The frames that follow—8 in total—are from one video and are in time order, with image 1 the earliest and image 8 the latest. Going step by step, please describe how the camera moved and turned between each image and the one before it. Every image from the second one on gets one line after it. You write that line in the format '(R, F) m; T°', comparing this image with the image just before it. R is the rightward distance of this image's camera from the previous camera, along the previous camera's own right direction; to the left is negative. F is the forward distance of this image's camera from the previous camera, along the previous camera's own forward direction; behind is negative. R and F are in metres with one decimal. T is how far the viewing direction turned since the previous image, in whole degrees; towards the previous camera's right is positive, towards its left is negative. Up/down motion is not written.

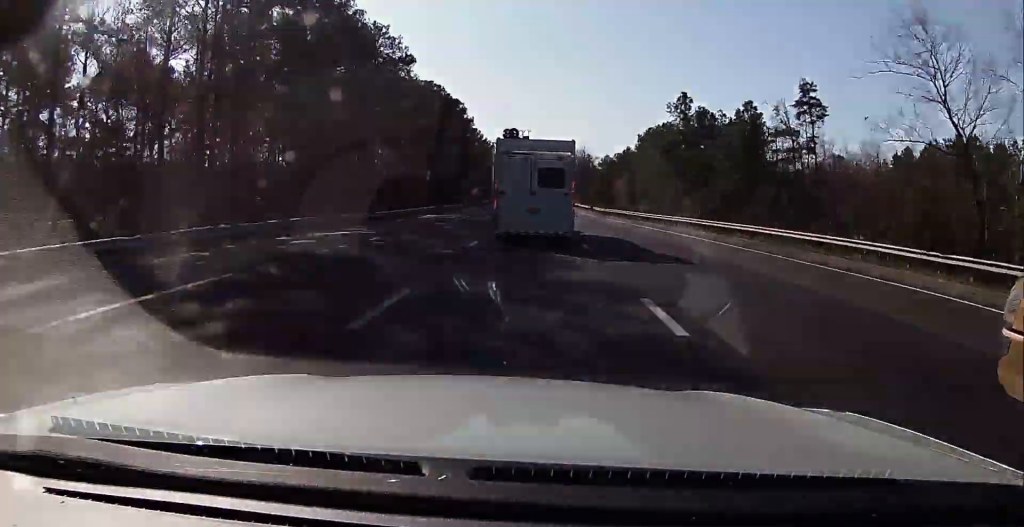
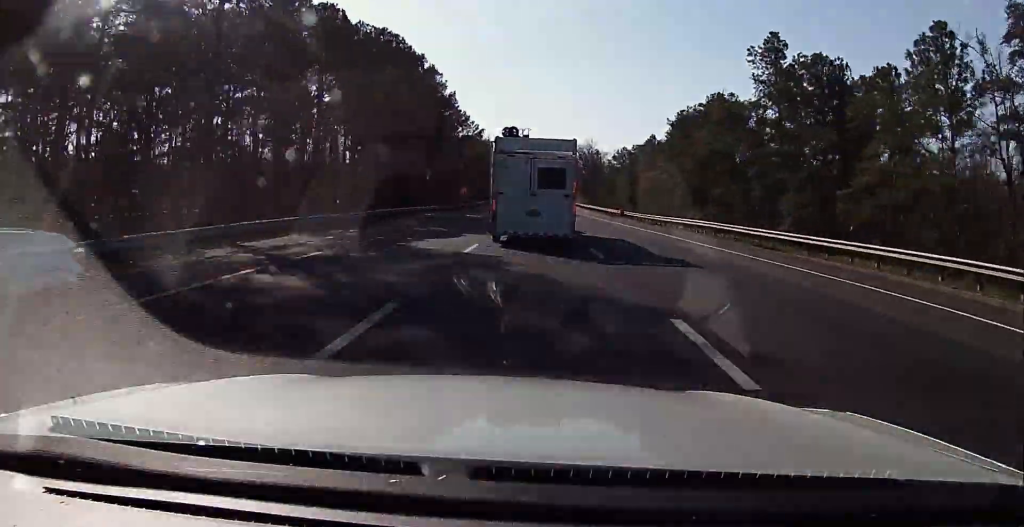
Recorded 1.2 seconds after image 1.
(0.0, +38.5) m; 0°
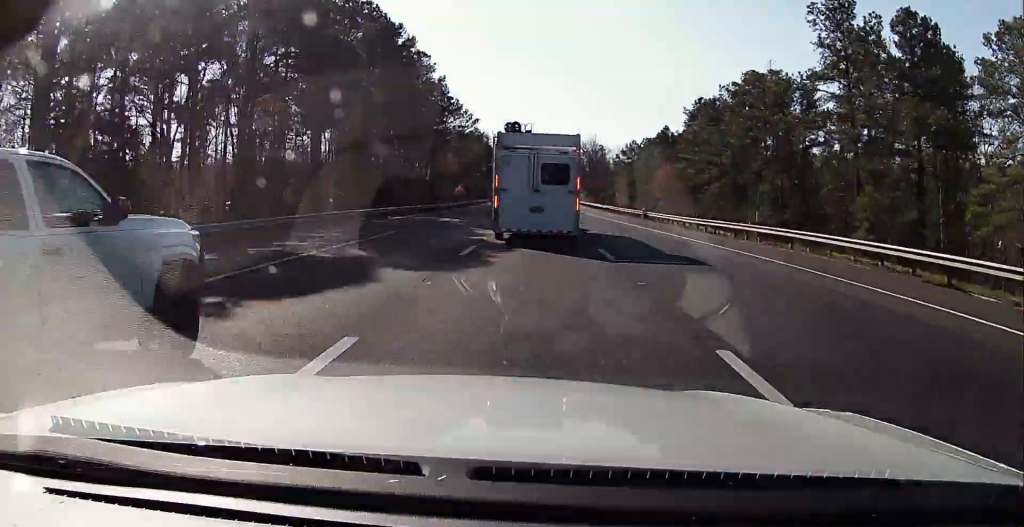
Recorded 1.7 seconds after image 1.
(-0.1, +14.5) m; 0°
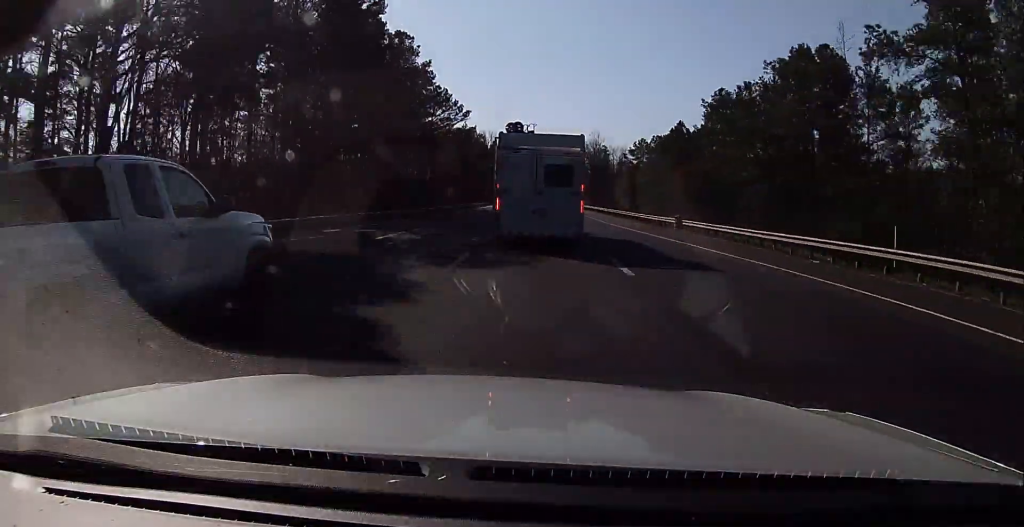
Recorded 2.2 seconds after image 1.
(+0.1, +14.5) m; 0°
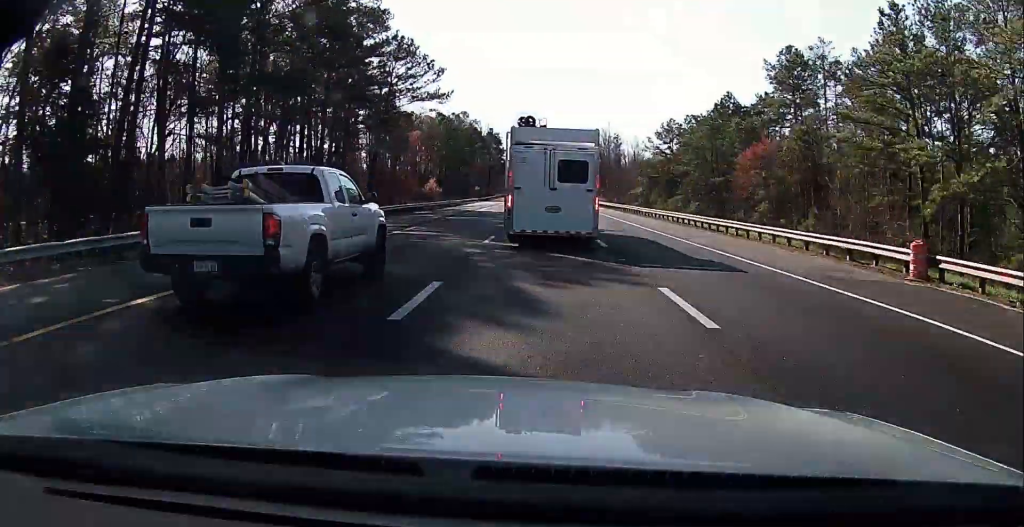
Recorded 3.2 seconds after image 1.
(0.0, +31.0) m; -1°
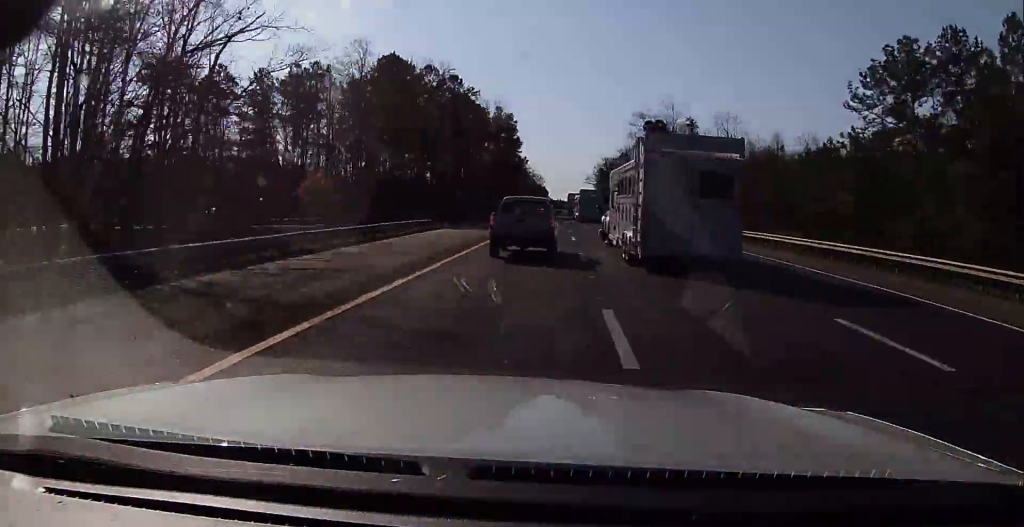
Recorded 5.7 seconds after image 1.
(-0.4, +74.5) m; -1°
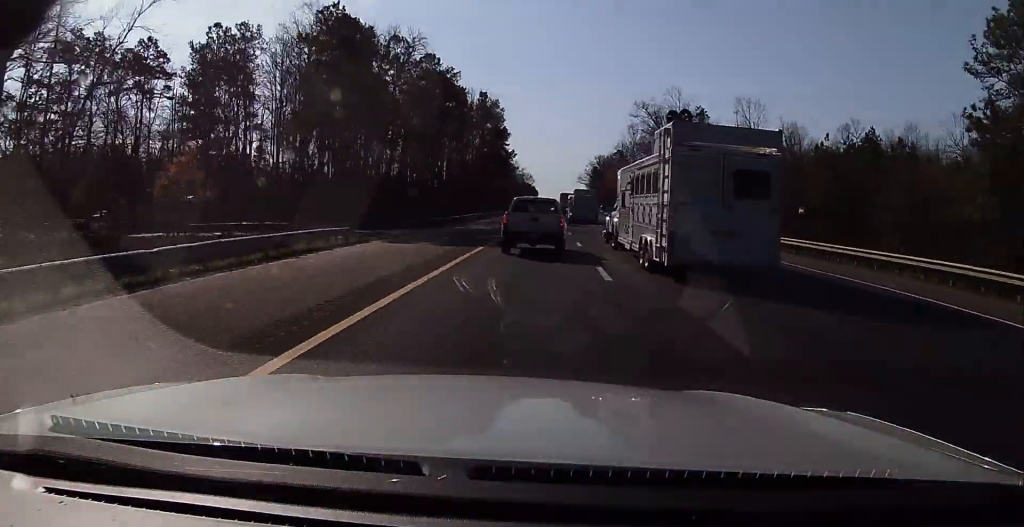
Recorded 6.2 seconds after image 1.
(-0.4, +16.5) m; -1°
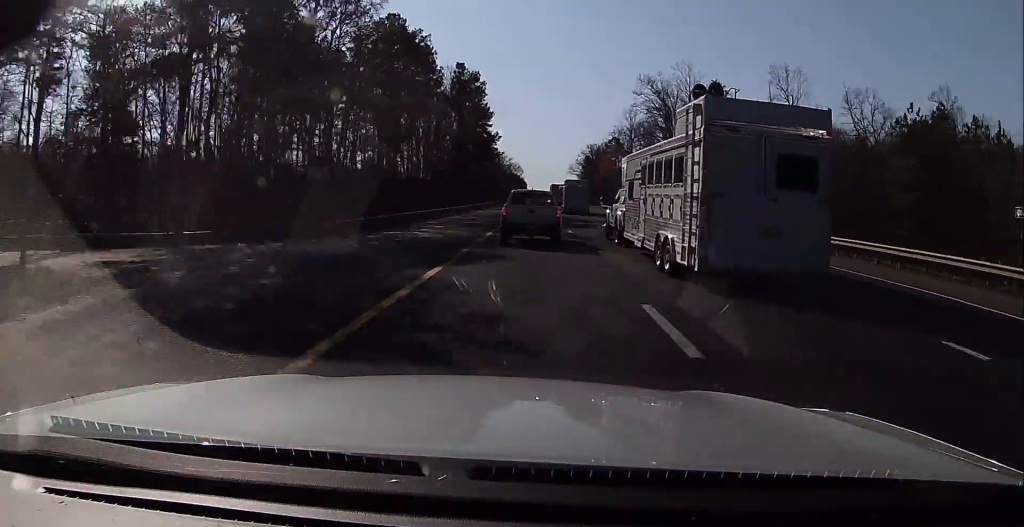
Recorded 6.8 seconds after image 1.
(-0.3, +18.7) m; 0°
